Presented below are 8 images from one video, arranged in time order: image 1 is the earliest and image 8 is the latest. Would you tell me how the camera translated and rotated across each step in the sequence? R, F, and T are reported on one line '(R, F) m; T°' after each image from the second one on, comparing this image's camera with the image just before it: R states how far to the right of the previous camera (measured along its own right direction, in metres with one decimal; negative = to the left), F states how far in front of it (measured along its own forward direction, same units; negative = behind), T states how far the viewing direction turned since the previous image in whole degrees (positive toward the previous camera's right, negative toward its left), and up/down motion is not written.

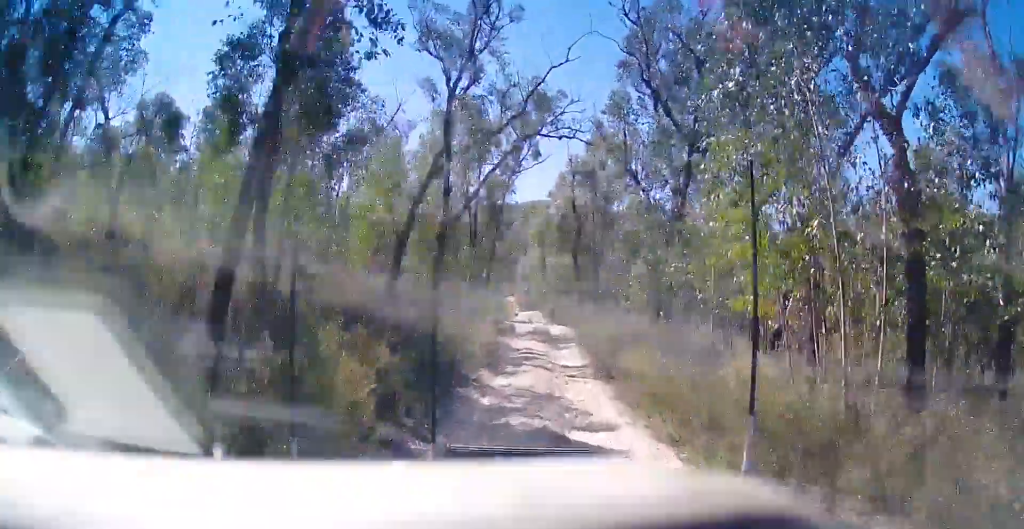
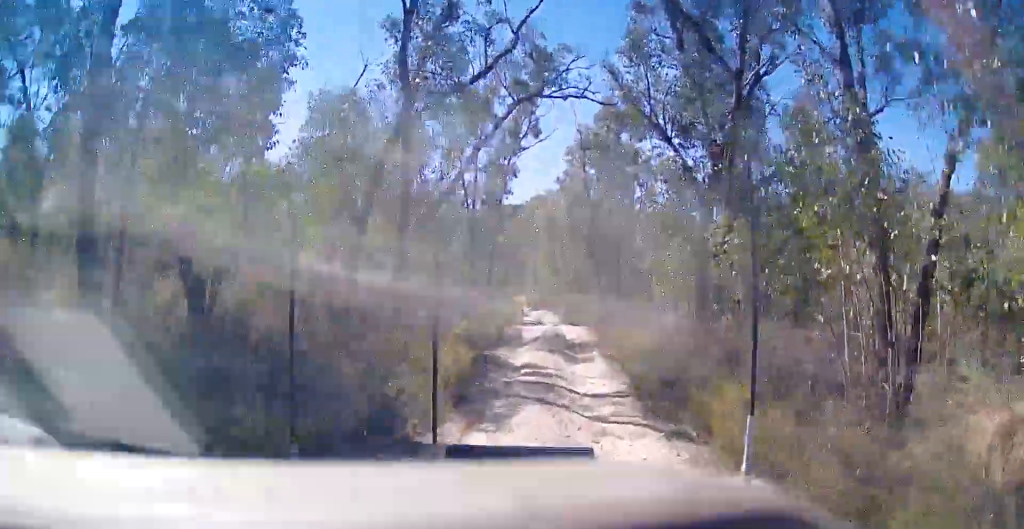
(-0.2, +6.1) m; +2°
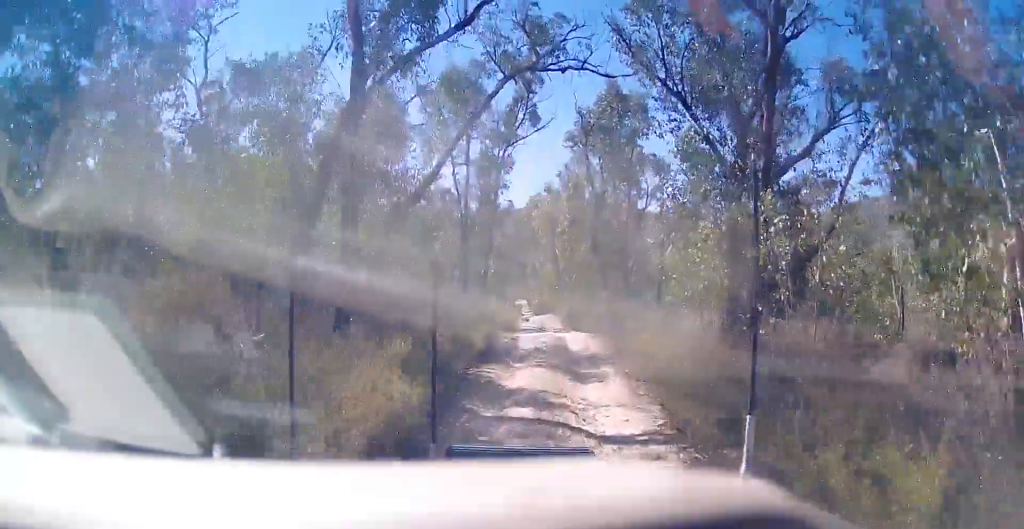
(+0.2, +3.4) m; +3°
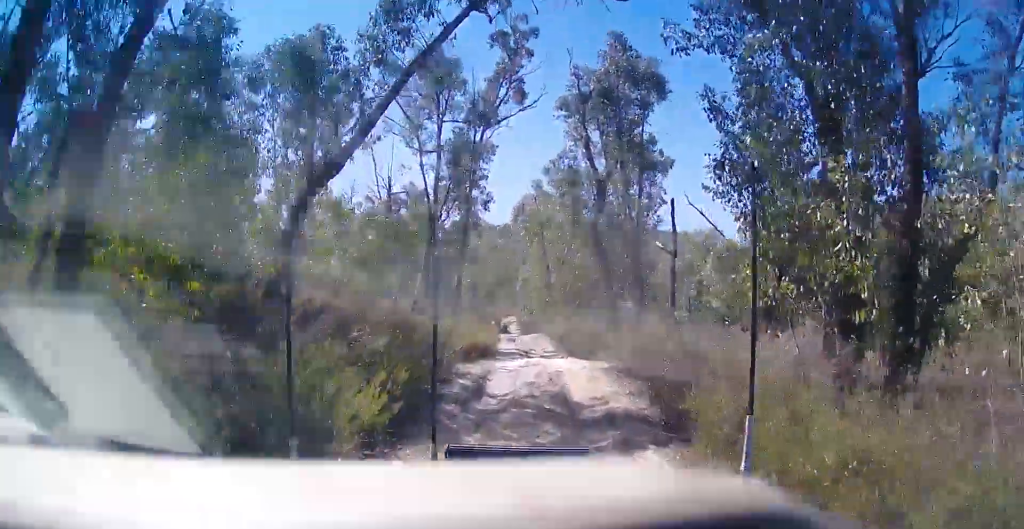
(+0.3, +7.0) m; +1°
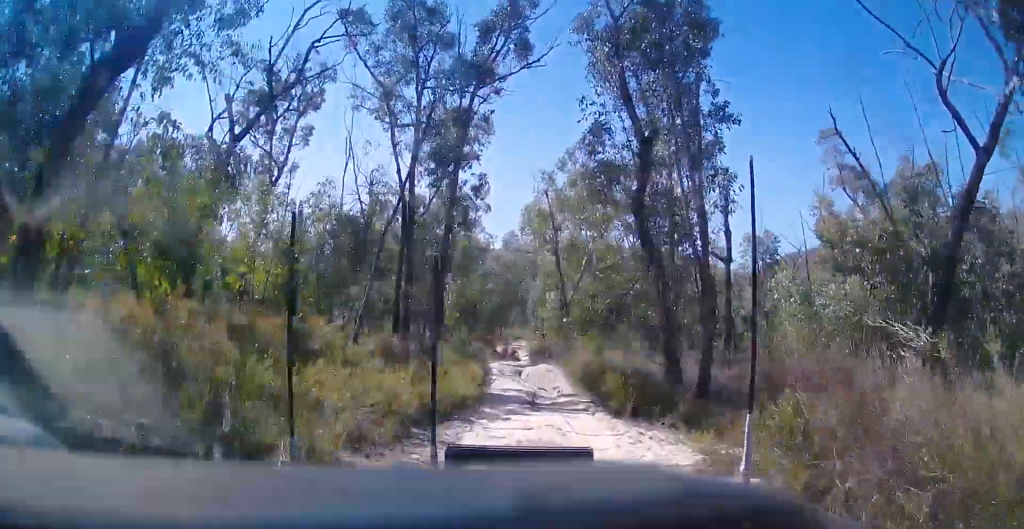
(-0.2, +8.3) m; -1°
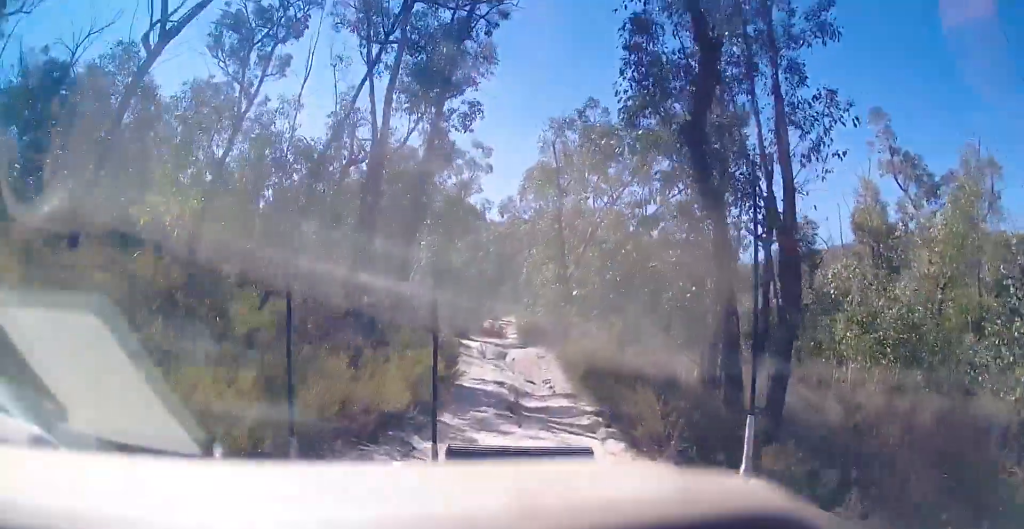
(+0.1, +4.8) m; 0°
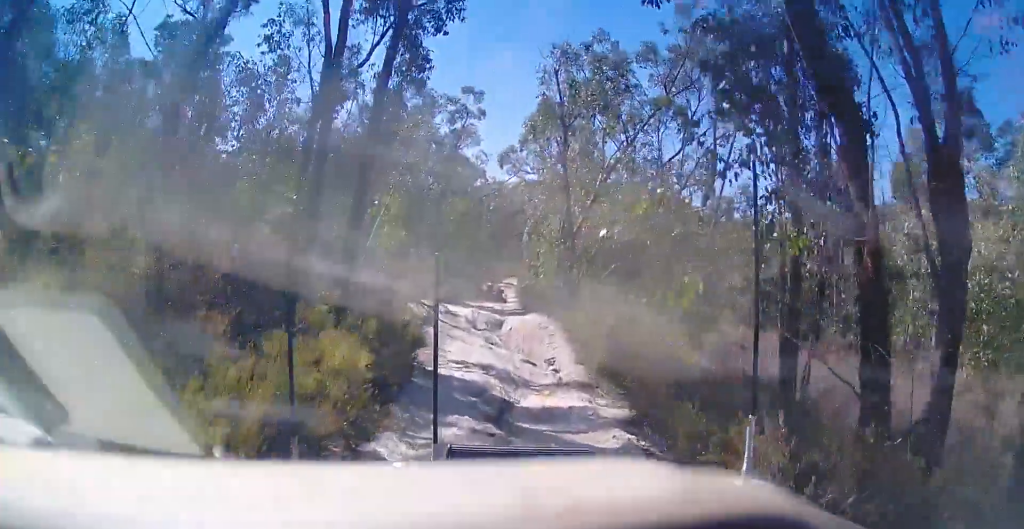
(-0.2, +4.4) m; -2°
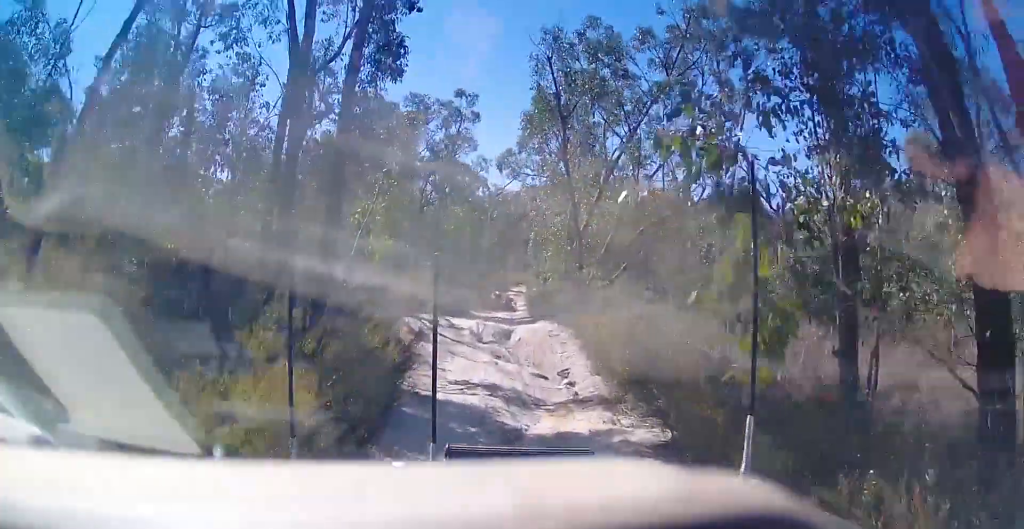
(-0.1, +2.1) m; 0°
